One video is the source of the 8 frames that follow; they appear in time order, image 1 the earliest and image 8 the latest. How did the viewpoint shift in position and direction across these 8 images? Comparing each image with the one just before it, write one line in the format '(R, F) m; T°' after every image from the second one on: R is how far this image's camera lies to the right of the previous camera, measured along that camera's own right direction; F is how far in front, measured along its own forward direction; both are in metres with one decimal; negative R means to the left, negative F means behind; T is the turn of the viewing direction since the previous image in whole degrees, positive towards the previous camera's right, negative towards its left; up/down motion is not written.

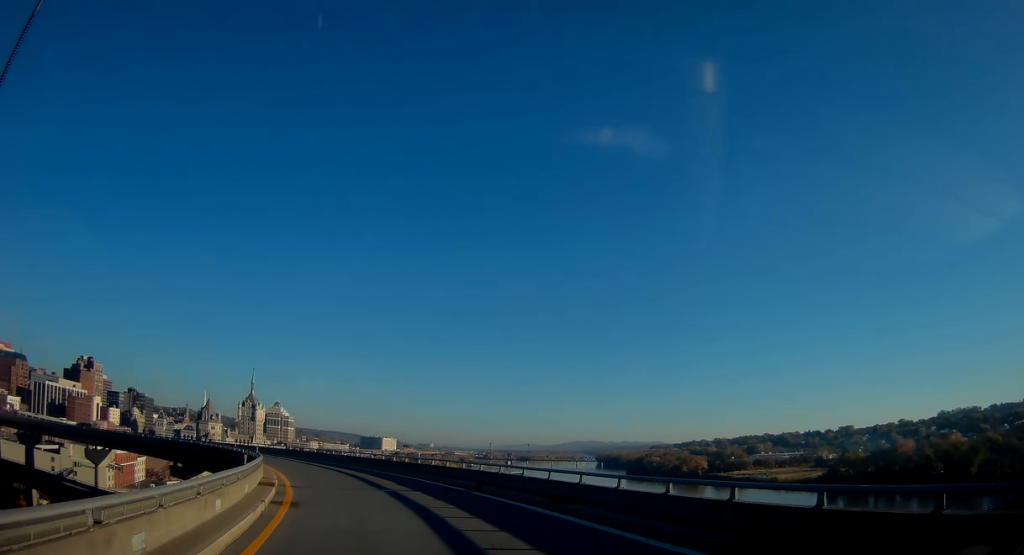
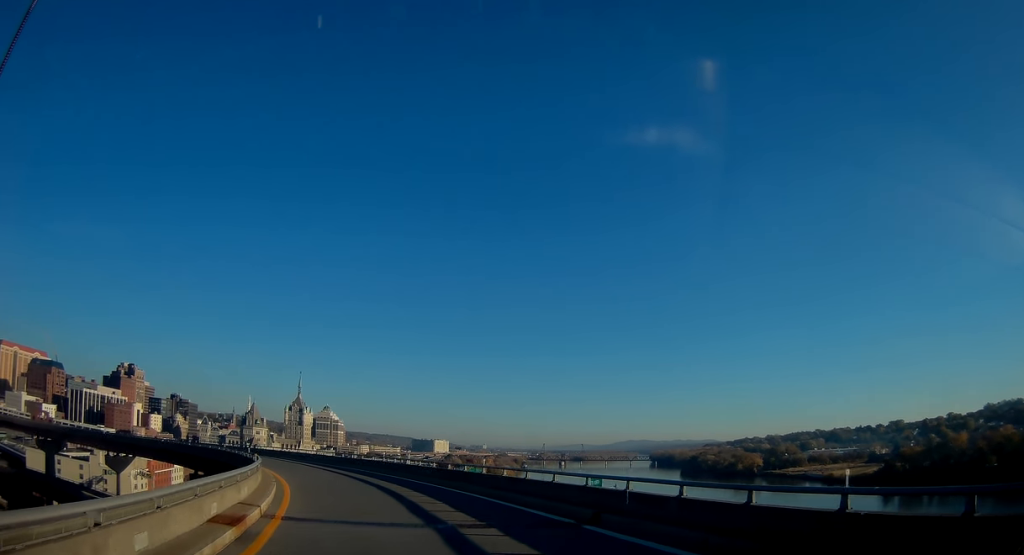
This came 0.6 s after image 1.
(+0.1, +8.9) m; -5°
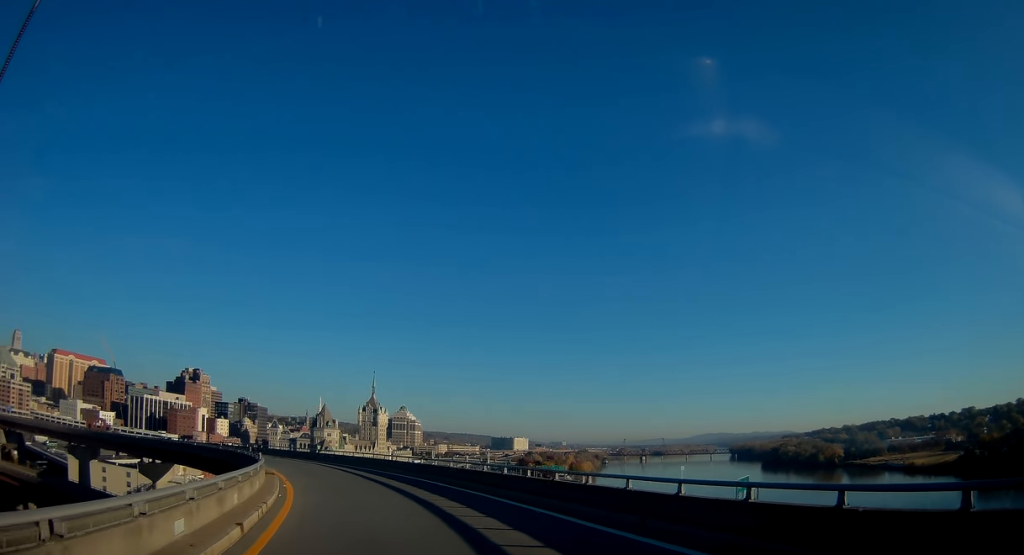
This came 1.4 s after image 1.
(-1.4, +12.6) m; -8°
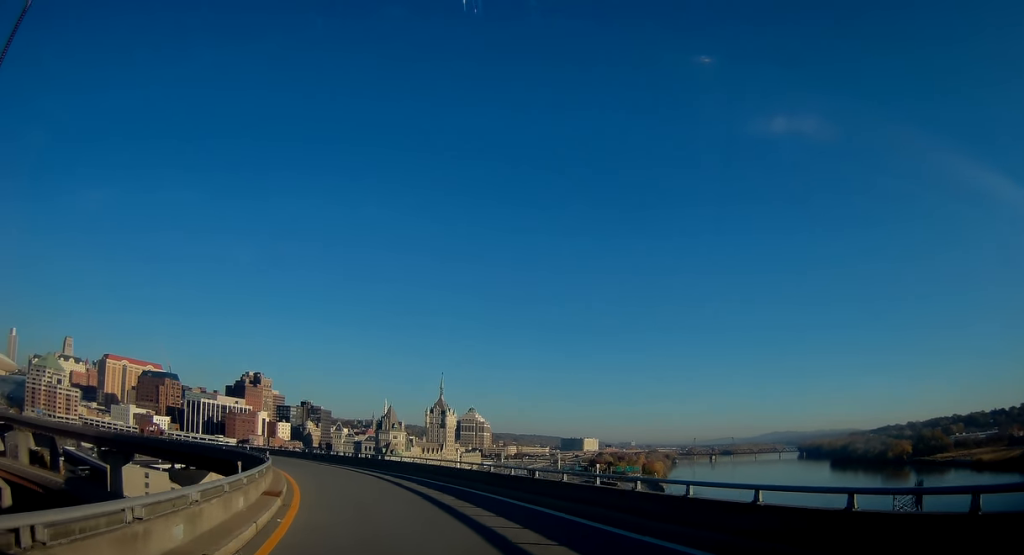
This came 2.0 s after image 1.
(-0.6, +10.6) m; -6°
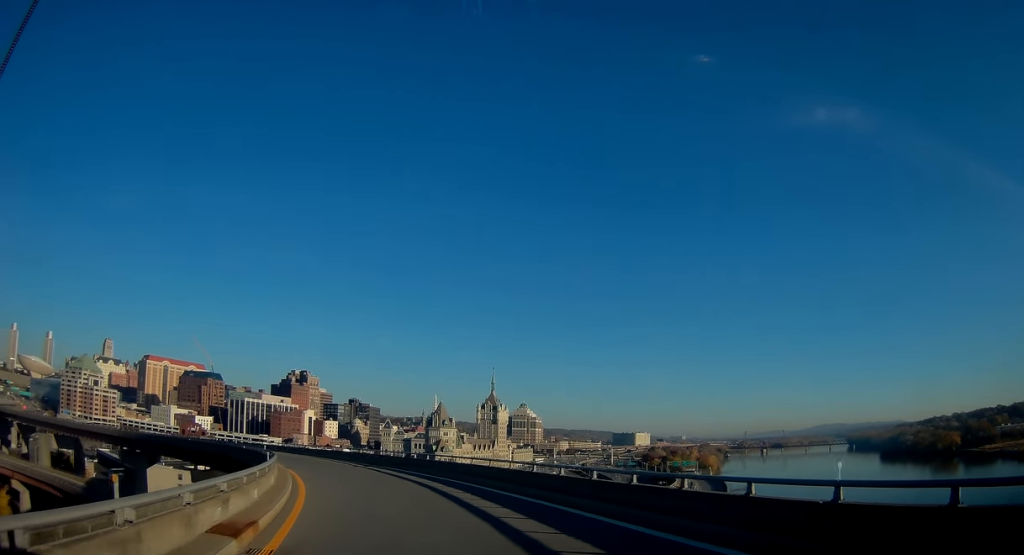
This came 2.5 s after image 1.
(+0.1, +8.0) m; -4°
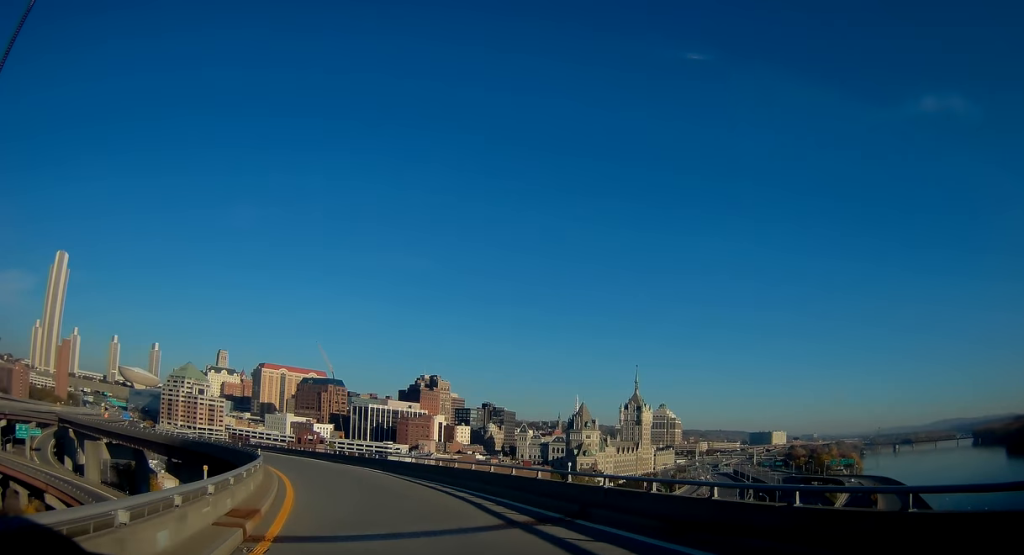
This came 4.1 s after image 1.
(-3.6, +25.2) m; -15°
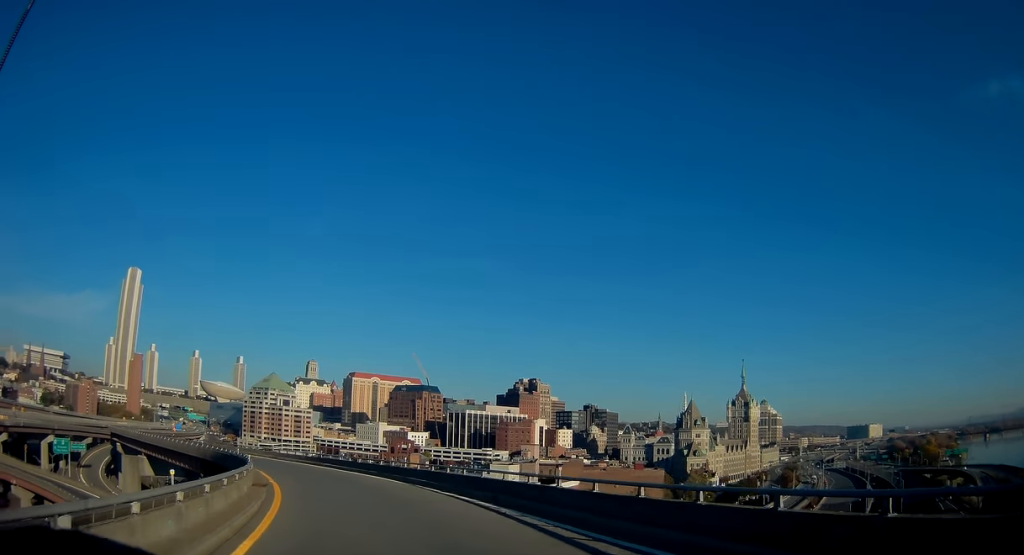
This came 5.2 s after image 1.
(-1.4, +17.3) m; -10°
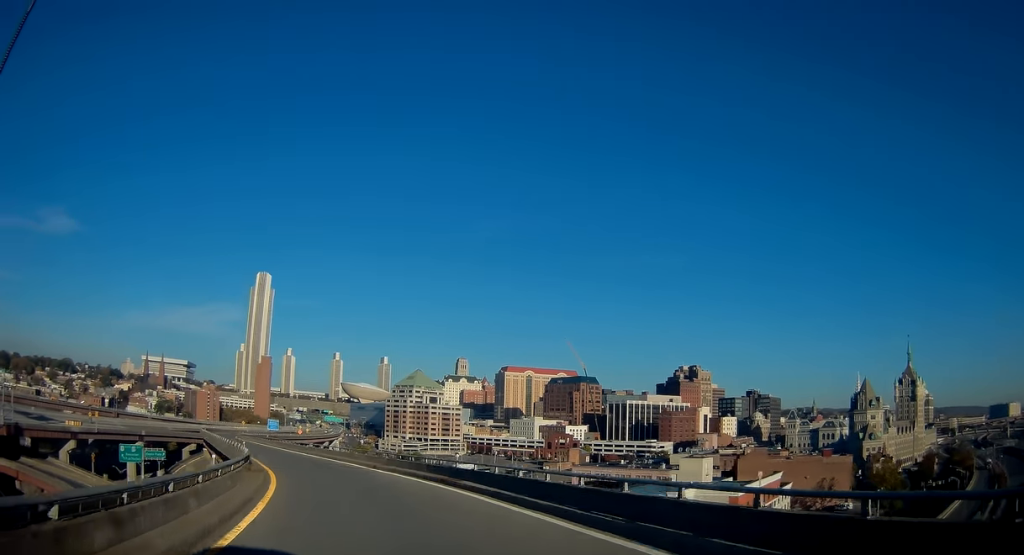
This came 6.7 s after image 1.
(-3.6, +25.3) m; -16°
